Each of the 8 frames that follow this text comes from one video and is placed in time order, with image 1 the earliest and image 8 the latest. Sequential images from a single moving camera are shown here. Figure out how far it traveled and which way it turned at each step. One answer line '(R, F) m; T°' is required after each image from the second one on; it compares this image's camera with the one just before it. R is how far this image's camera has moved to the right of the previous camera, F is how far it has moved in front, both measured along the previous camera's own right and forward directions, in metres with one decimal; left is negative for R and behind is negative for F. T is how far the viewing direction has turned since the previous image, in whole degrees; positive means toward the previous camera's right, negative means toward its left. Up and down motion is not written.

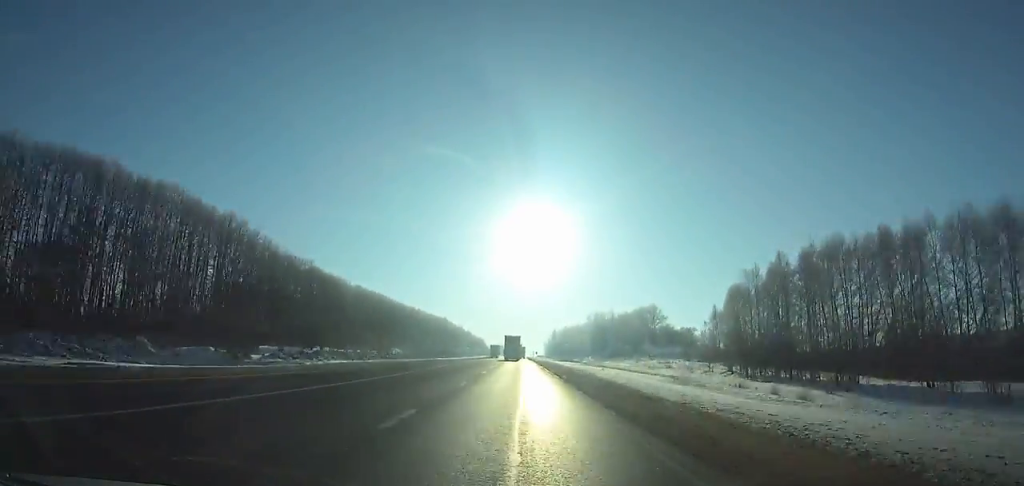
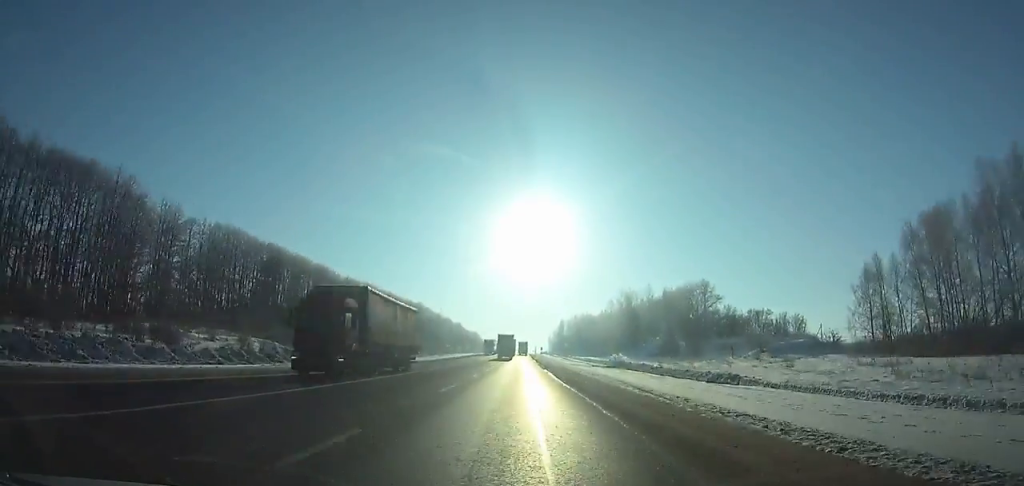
(-0.1, +75.0) m; 0°
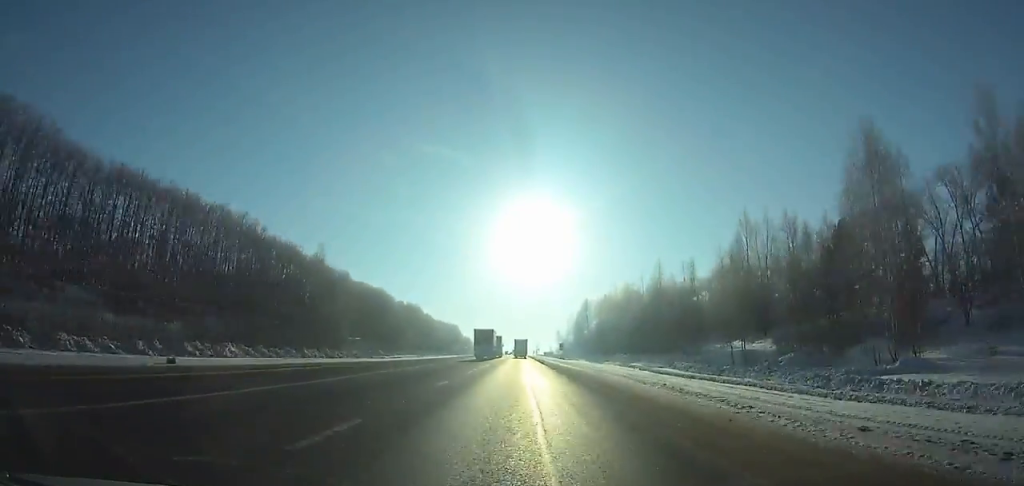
(-0.2, +137.6) m; 0°
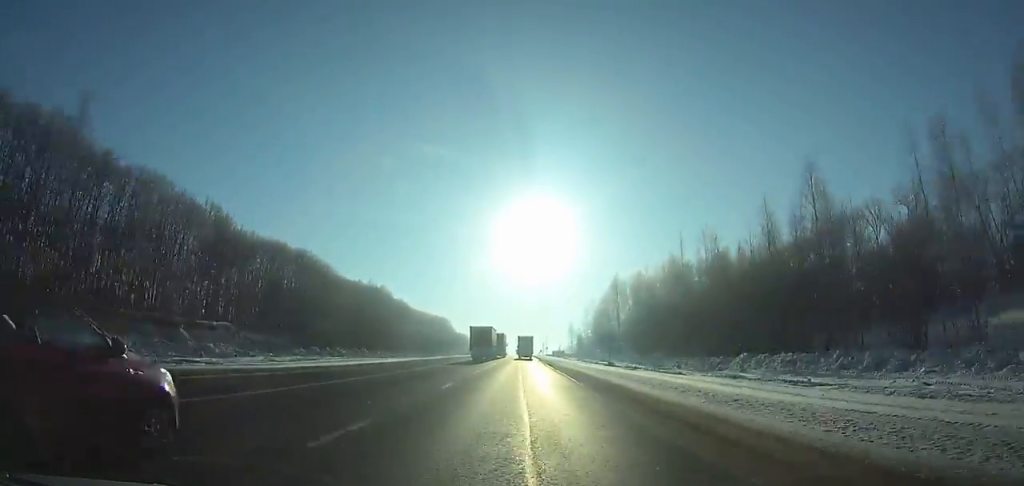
(0.0, +57.3) m; 0°
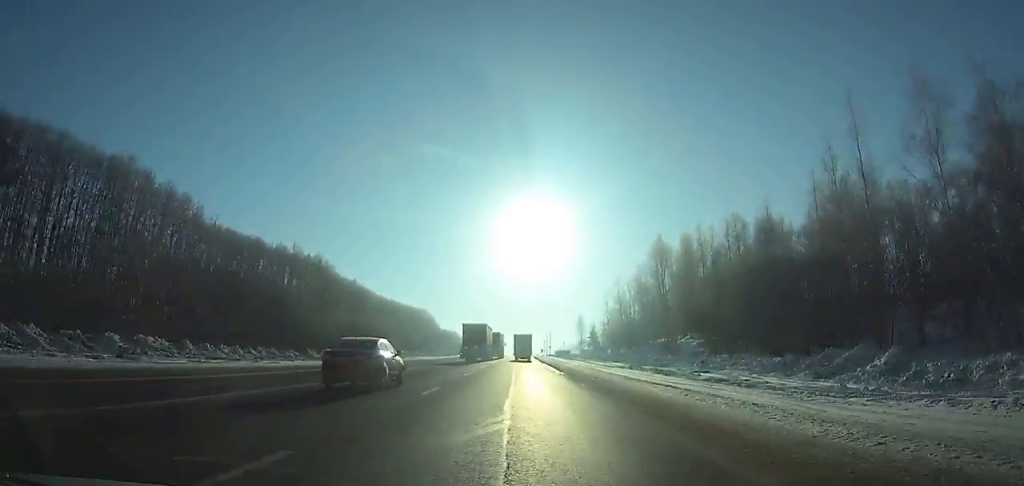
(+0.1, +50.1) m; 0°
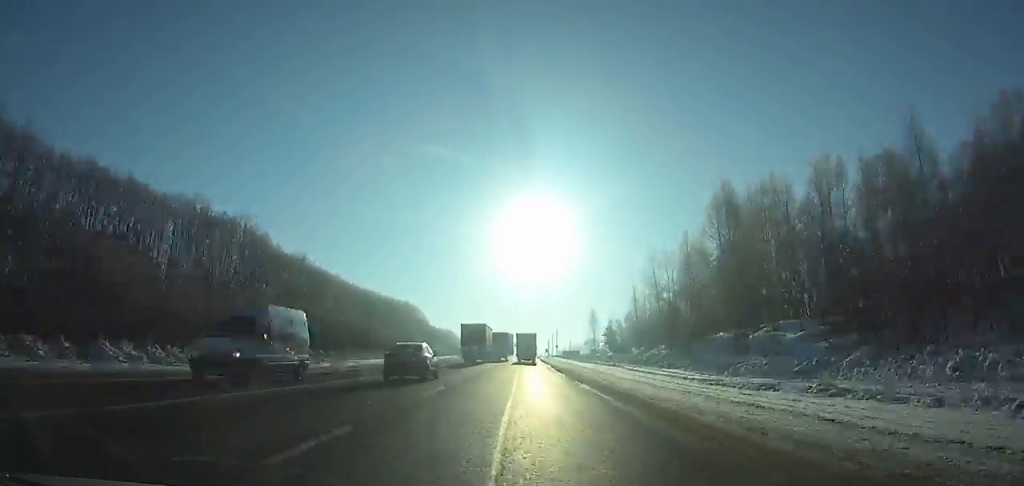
(0.0, +32.0) m; 0°
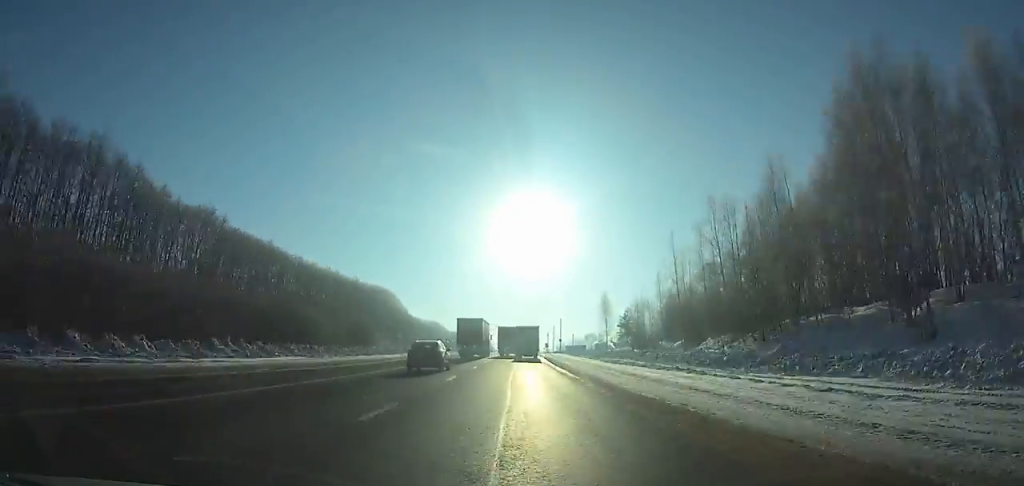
(+0.1, +31.5) m; 0°
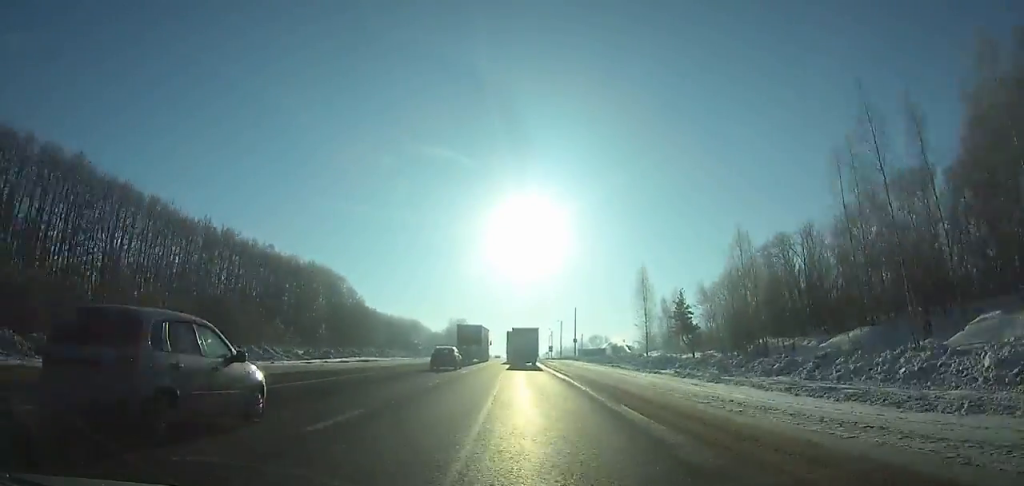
(+0.2, +50.4) m; 0°
